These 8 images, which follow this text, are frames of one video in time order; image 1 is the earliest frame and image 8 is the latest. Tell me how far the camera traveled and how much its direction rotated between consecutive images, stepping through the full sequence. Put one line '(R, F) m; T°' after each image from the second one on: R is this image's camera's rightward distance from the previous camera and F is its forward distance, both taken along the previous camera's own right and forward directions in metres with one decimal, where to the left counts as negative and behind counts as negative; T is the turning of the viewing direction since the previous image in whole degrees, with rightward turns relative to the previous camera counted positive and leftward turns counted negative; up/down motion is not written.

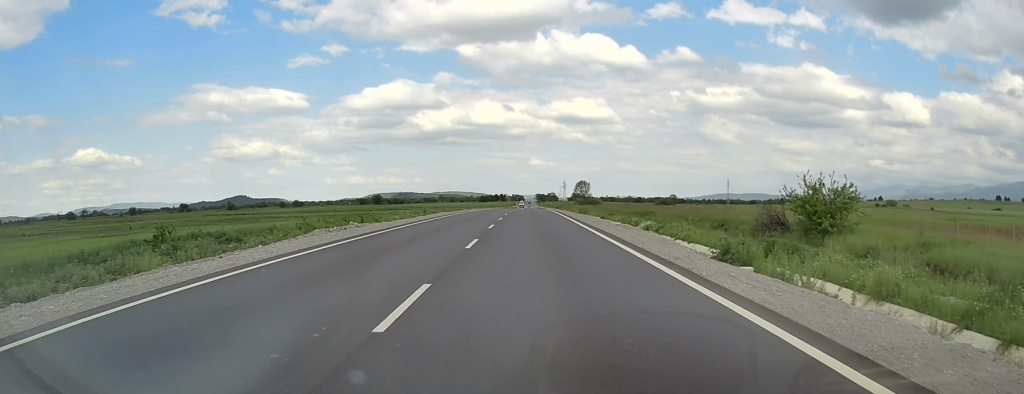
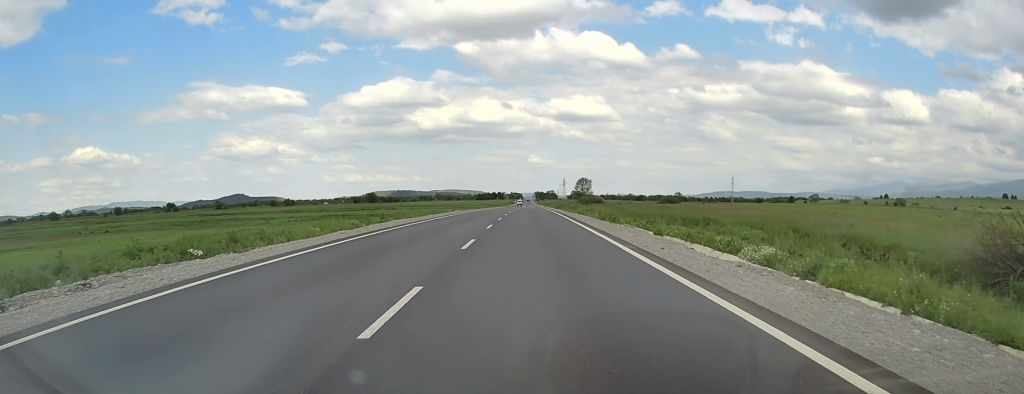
(0.0, +18.5) m; 0°
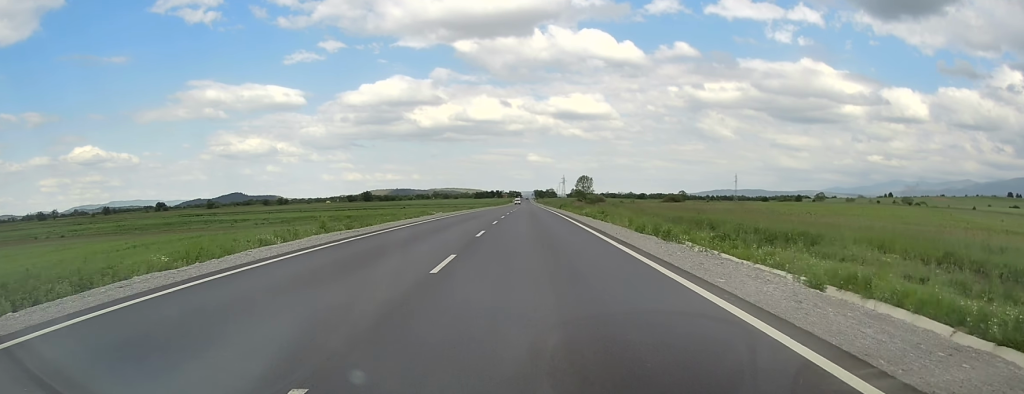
(0.0, +13.7) m; 0°
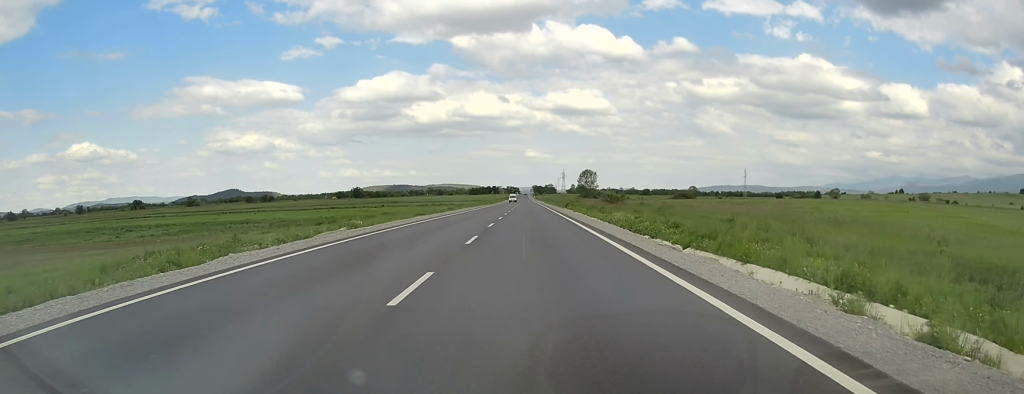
(0.0, +30.3) m; 0°
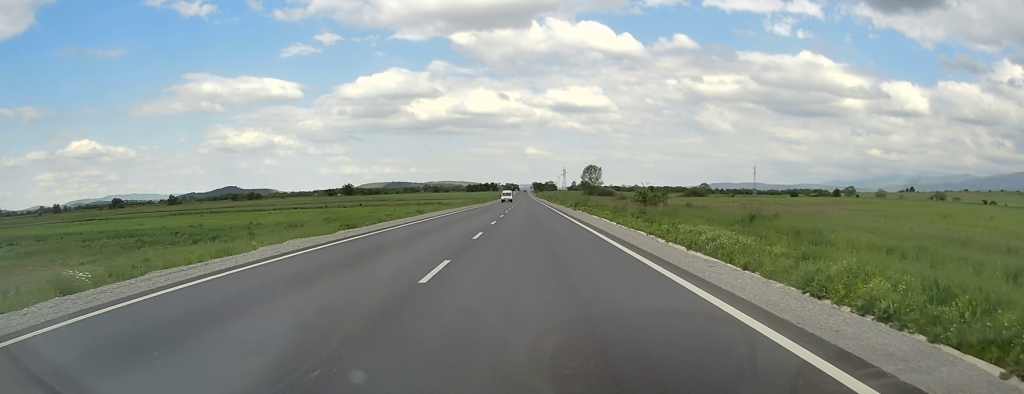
(0.0, +25.5) m; 0°
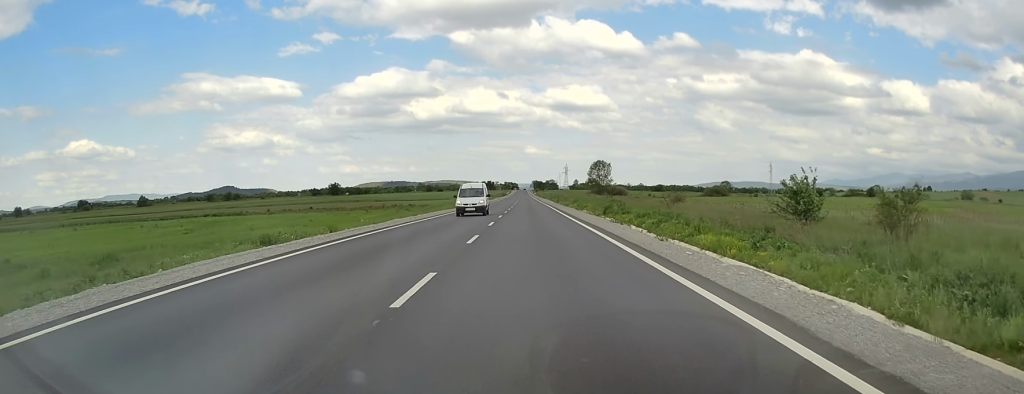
(0.0, +38.4) m; 0°
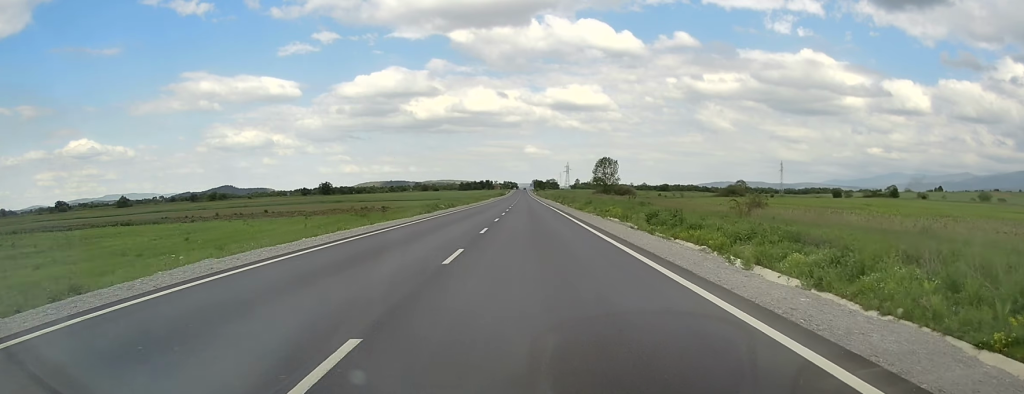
(0.0, +22.6) m; 0°
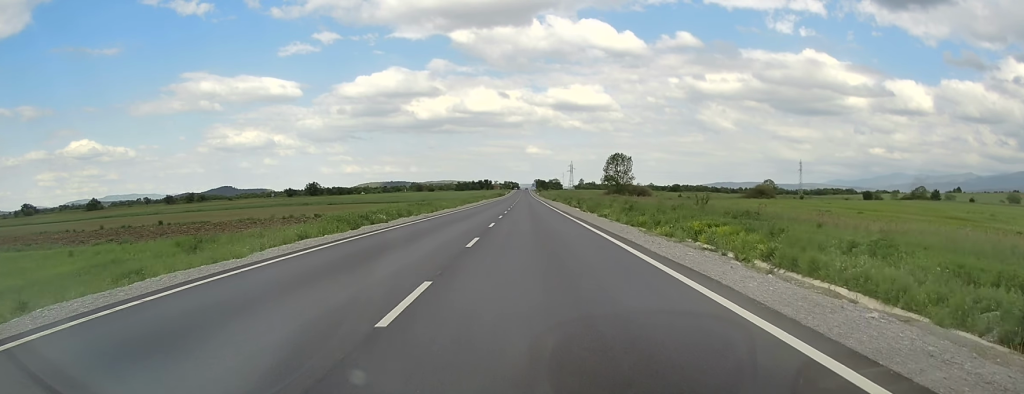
(0.0, +32.6) m; 0°
